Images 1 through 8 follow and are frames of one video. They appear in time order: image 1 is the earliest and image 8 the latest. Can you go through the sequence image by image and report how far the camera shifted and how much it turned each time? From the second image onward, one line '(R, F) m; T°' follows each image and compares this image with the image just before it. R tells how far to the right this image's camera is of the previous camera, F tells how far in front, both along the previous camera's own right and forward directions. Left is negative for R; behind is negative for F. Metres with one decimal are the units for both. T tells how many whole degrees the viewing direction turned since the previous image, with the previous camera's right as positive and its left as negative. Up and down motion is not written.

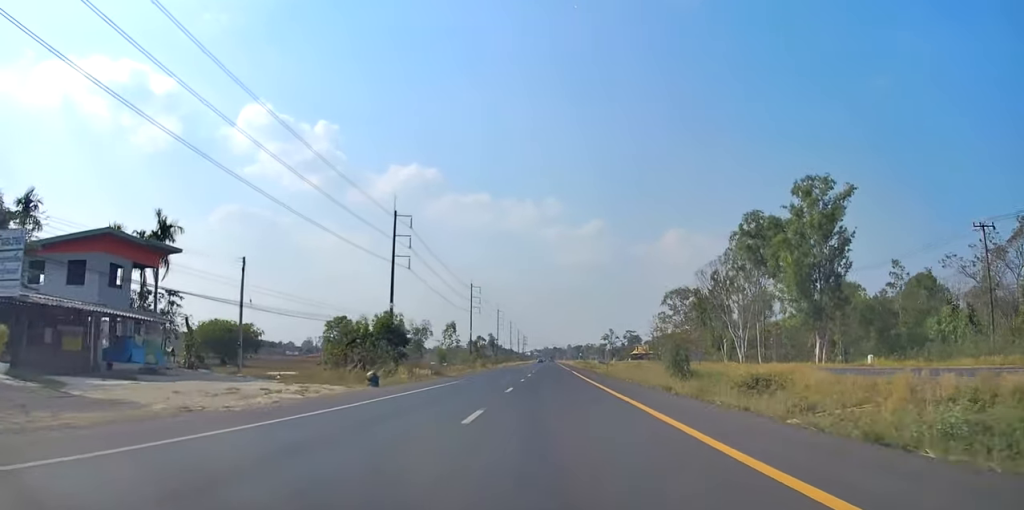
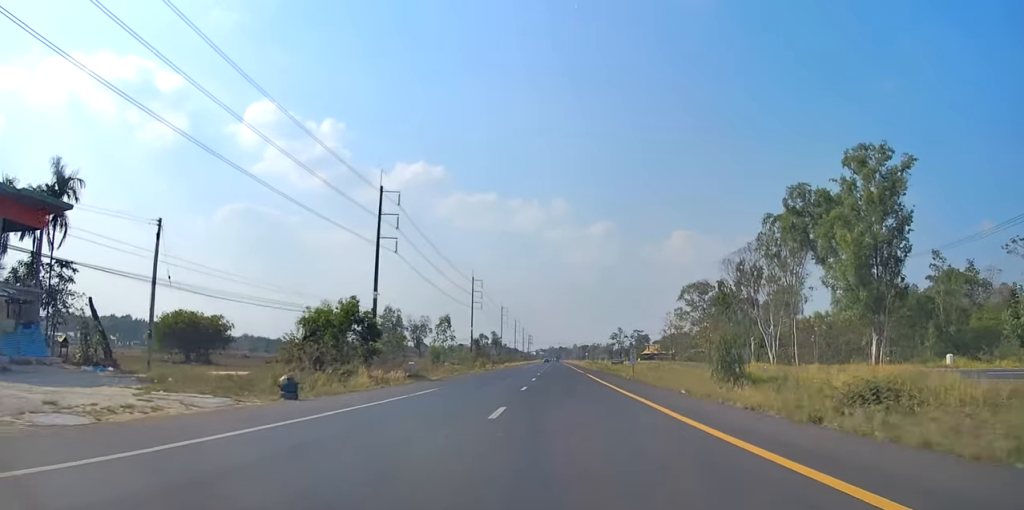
(-0.1, +10.8) m; -1°
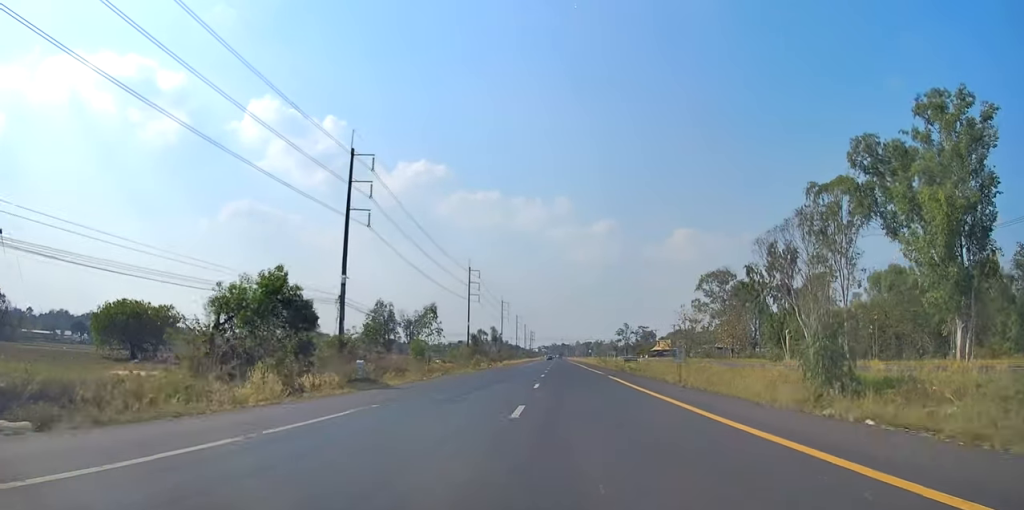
(-0.1, +11.9) m; 0°
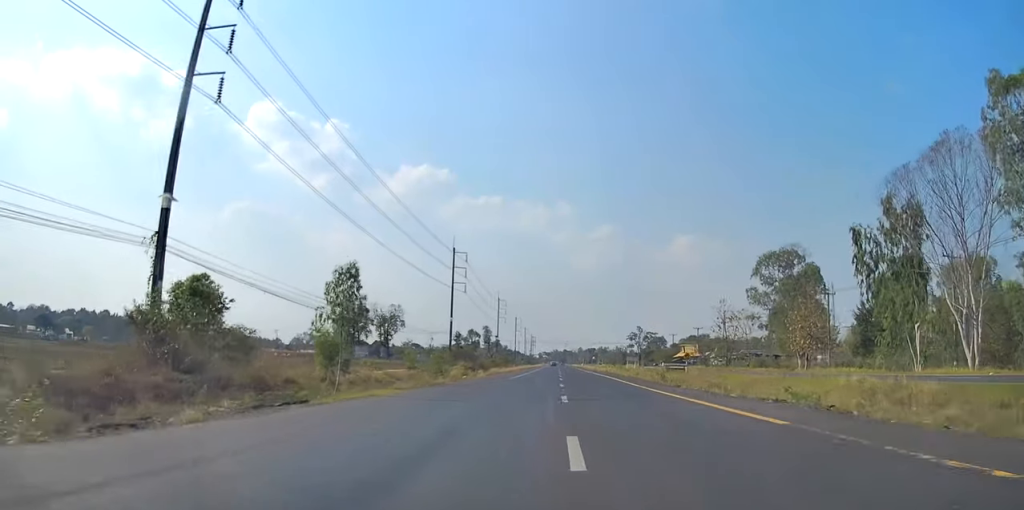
(+0.1, +29.6) m; 0°
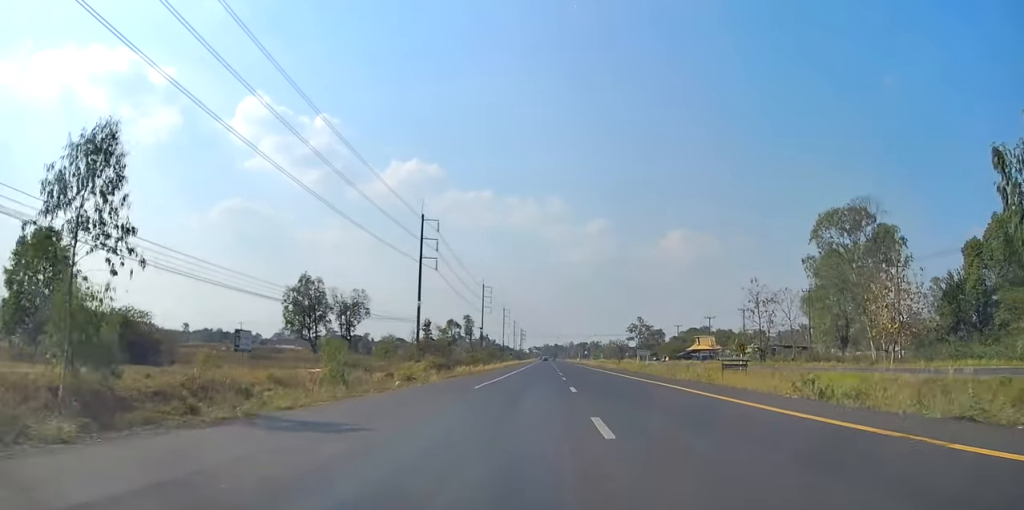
(+0.1, +20.8) m; 0°
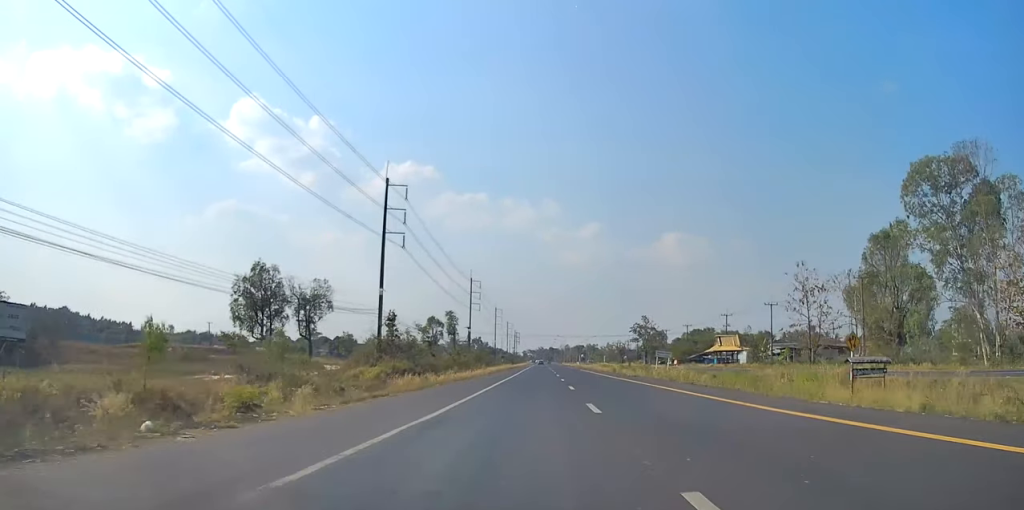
(+0.1, +19.0) m; 0°
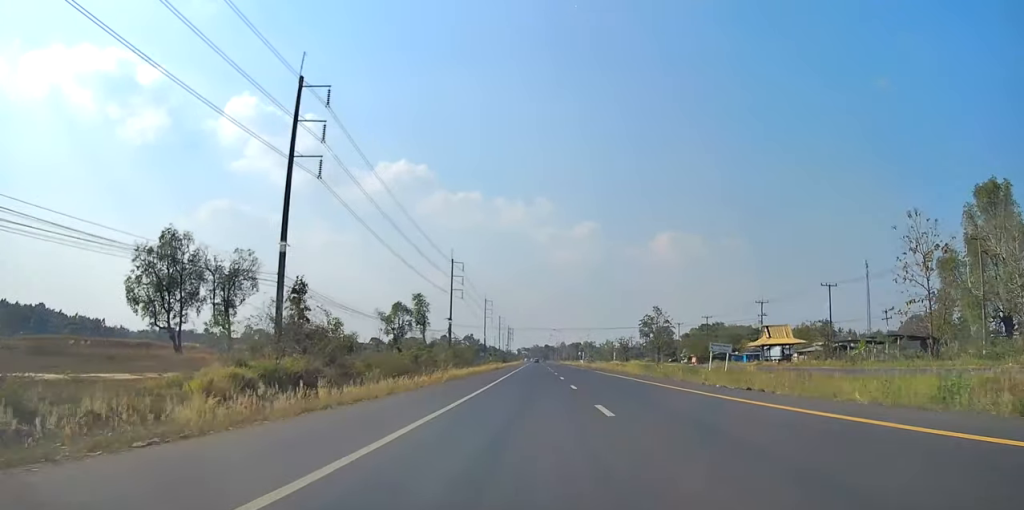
(+0.1, +25.9) m; 0°
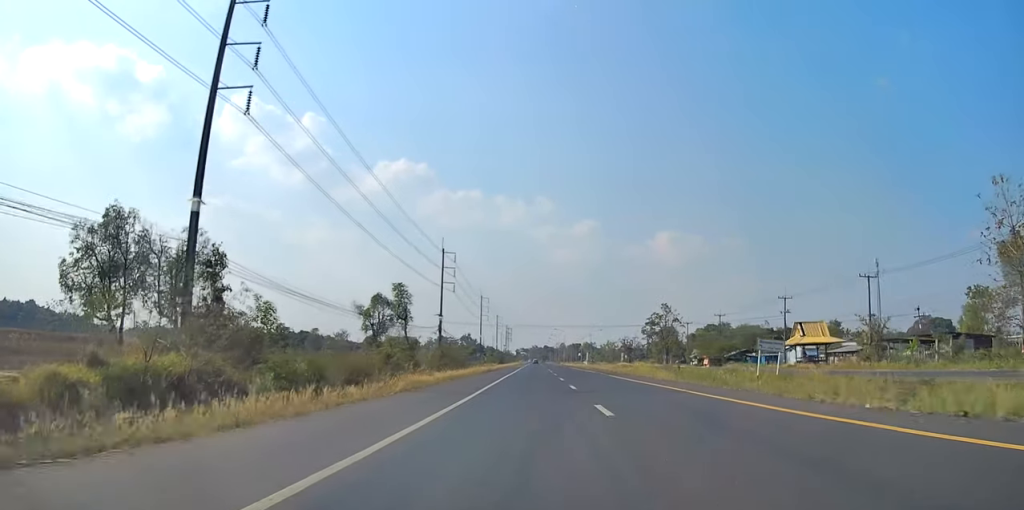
(0.0, +11.6) m; 0°
